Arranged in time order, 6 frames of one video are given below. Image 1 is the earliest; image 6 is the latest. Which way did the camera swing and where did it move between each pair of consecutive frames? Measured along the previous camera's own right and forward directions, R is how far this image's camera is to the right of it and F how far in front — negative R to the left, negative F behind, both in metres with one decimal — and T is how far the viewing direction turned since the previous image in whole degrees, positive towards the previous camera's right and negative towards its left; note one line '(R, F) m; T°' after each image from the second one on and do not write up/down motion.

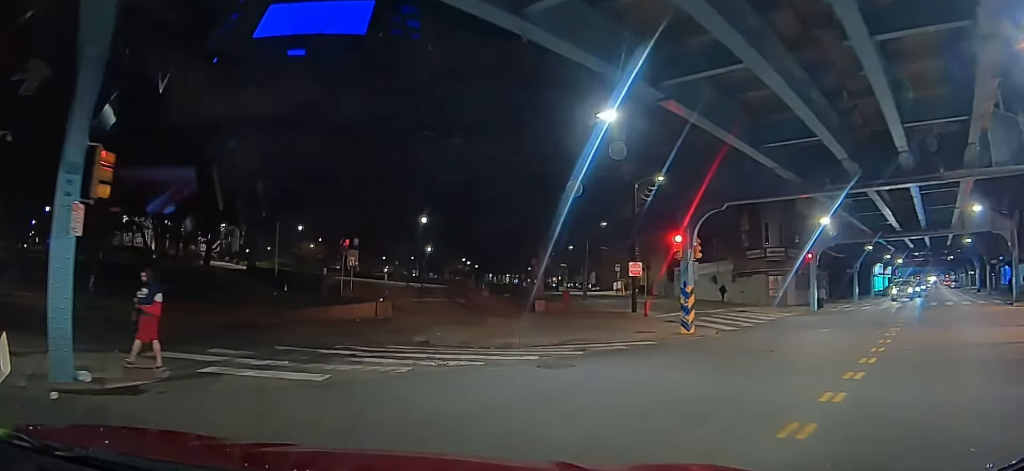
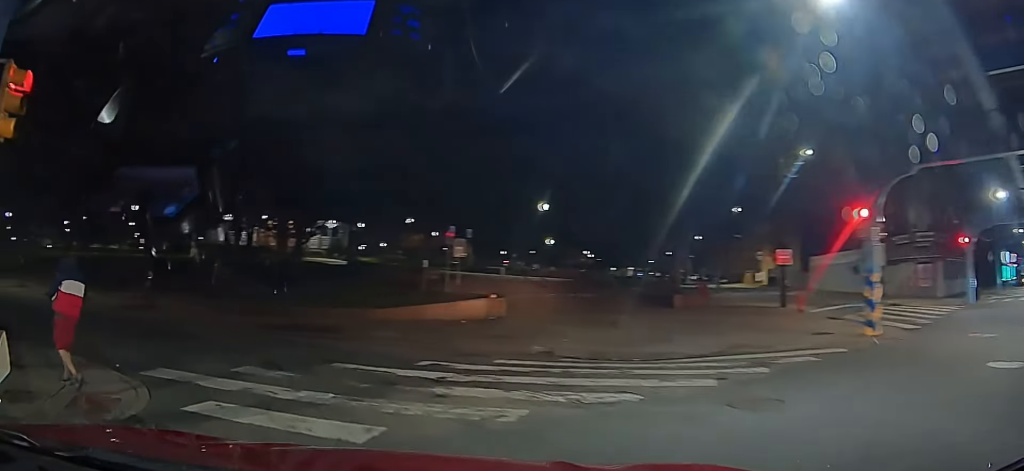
(0.0, +2.5) m; -7°
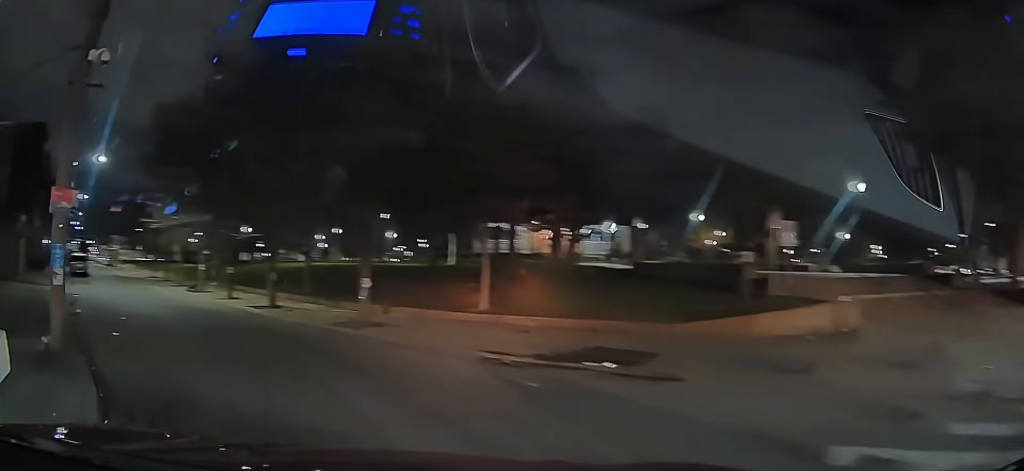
(-0.4, +2.7) m; -27°
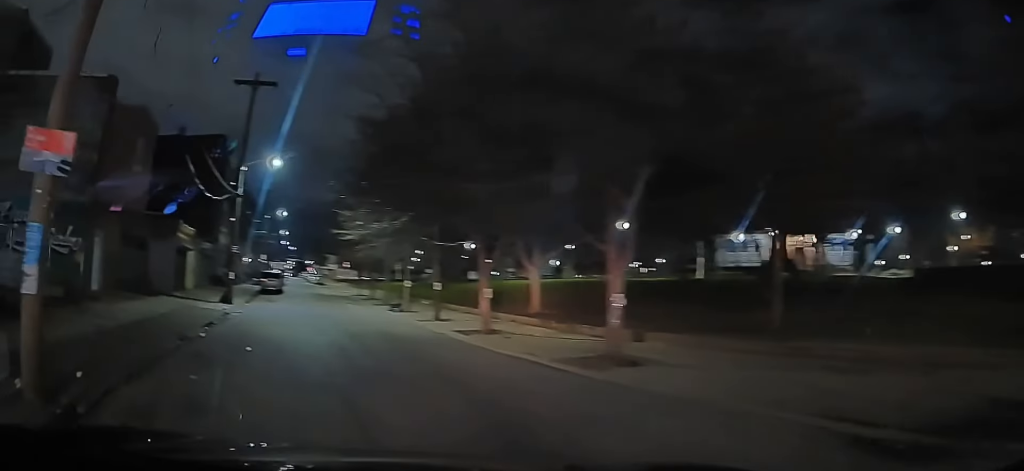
(-0.5, +5.3) m; -26°
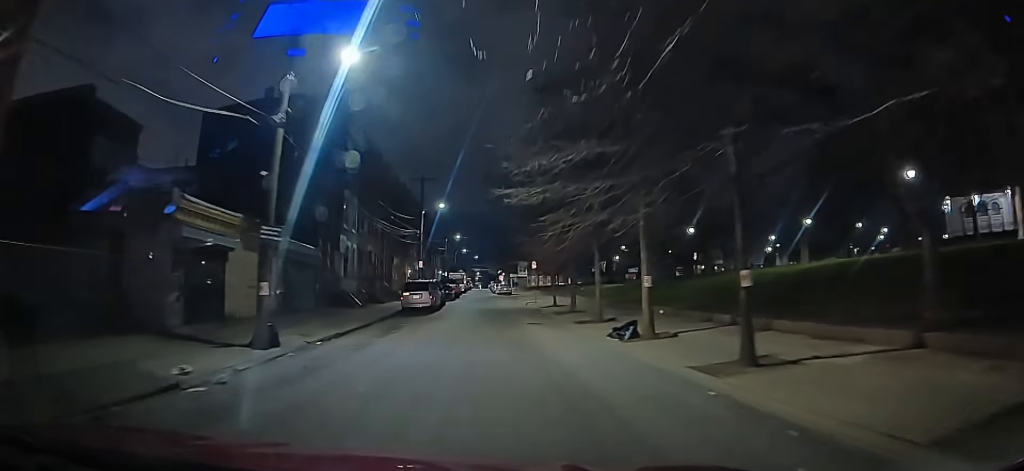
(-4.4, +15.5) m; -16°
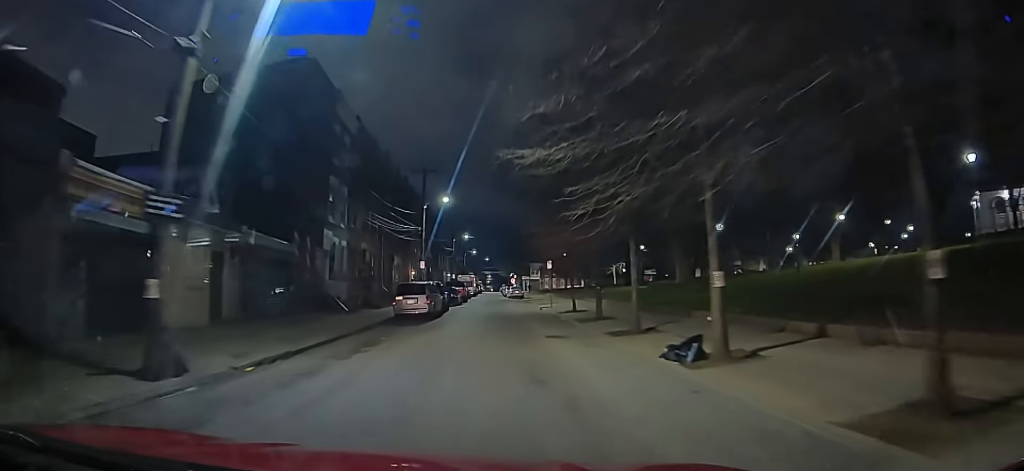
(0.0, +4.6) m; -1°
